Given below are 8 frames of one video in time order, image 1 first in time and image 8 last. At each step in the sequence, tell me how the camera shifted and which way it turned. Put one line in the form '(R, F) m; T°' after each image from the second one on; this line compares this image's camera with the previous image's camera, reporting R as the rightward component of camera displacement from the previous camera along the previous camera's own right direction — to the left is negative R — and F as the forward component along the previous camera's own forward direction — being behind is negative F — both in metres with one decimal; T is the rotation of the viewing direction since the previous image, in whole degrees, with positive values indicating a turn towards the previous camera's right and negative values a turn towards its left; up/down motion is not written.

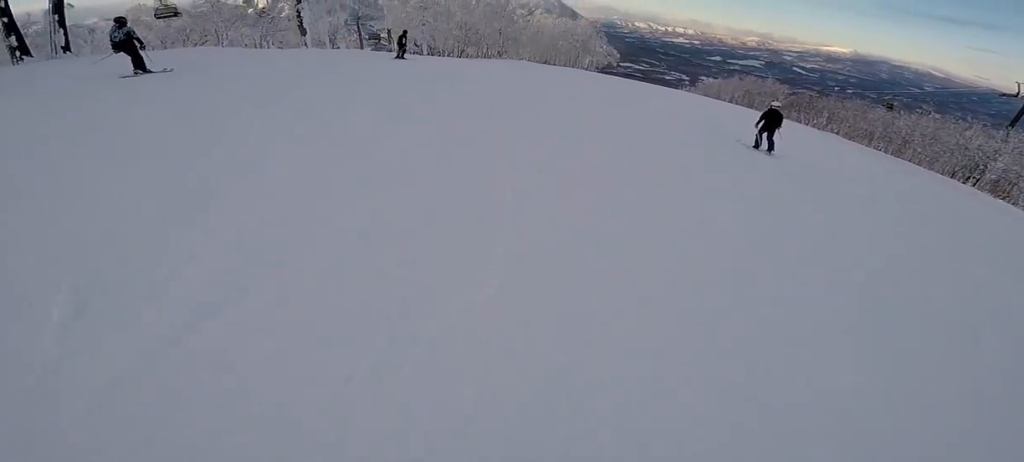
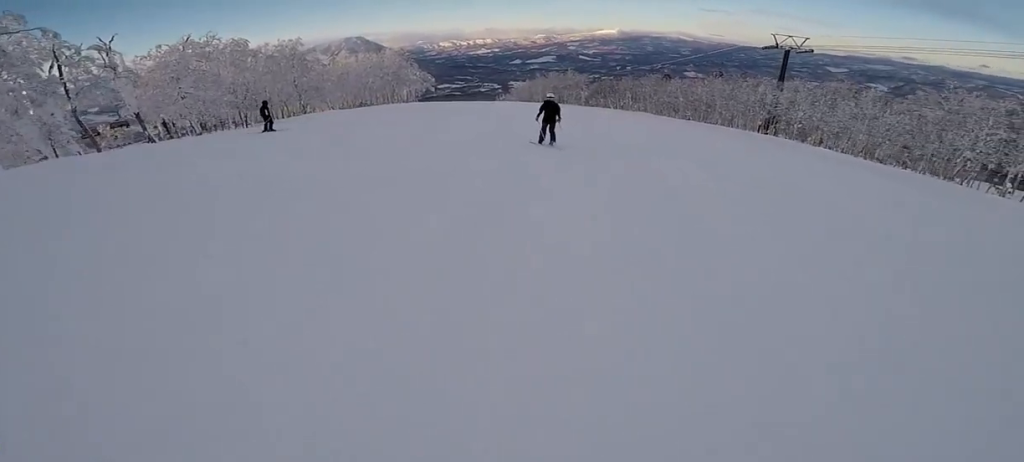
(+0.3, +6.1) m; +12°
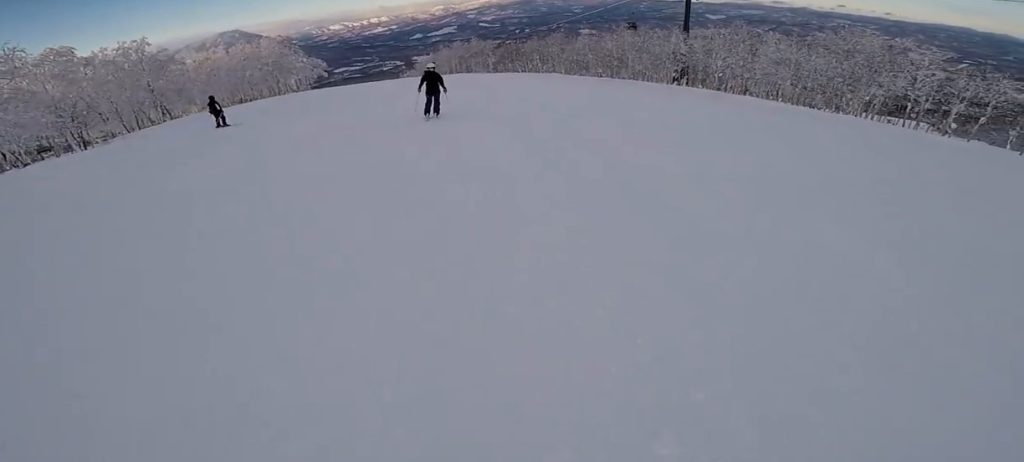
(+0.6, +5.0) m; +22°
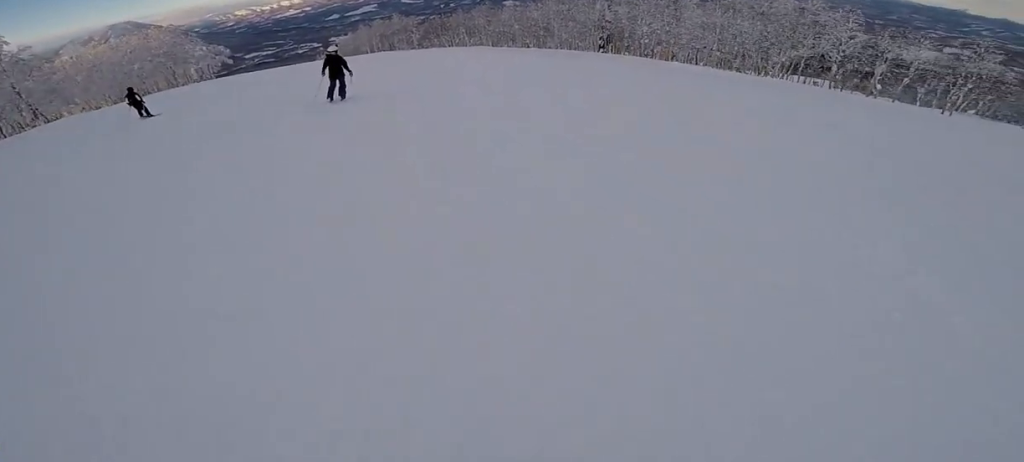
(+0.5, +2.2) m; +1°
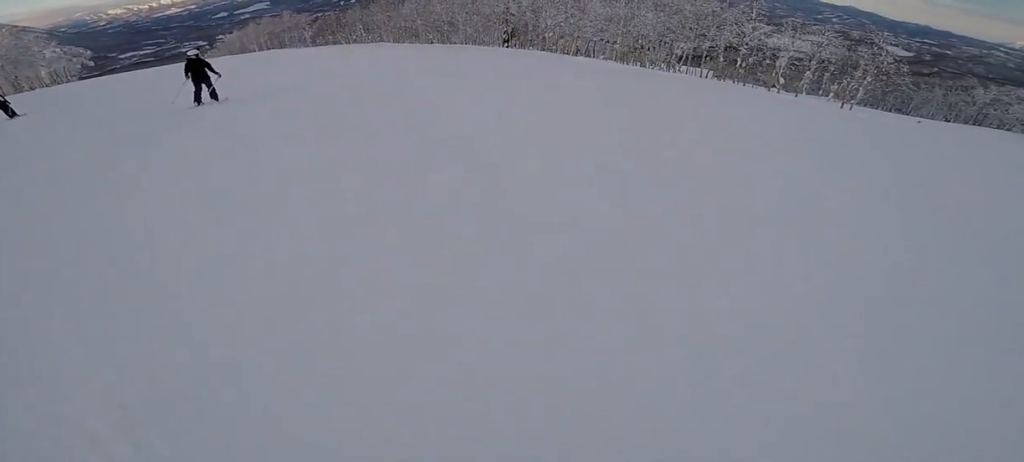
(+0.9, +3.2) m; -1°
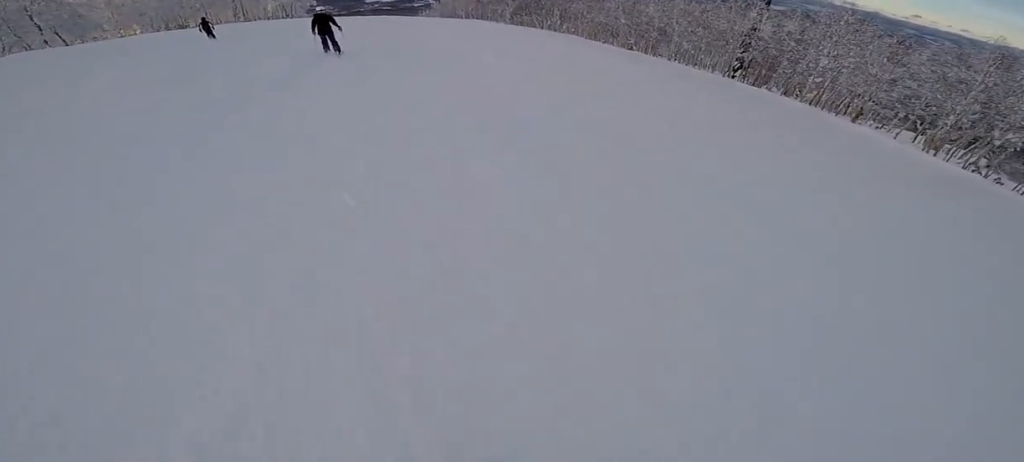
(-2.5, +9.7) m; -21°
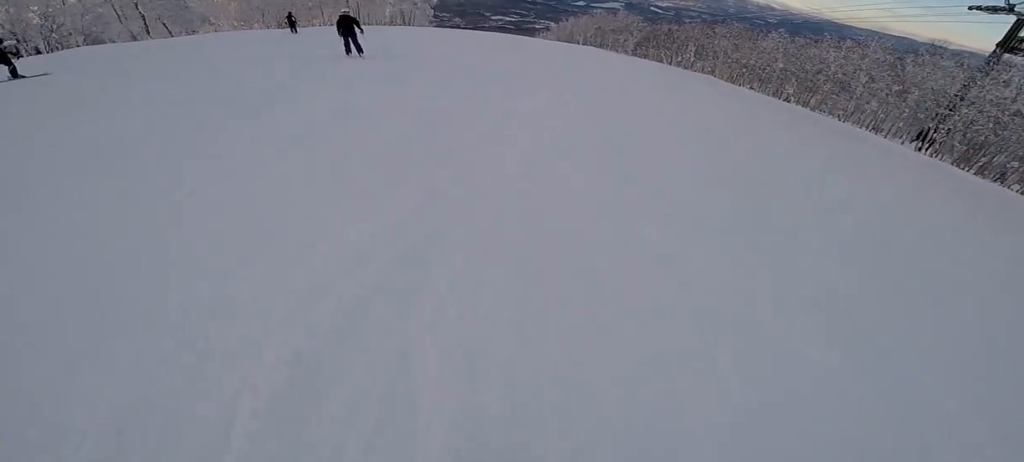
(-0.9, +7.6) m; -12°
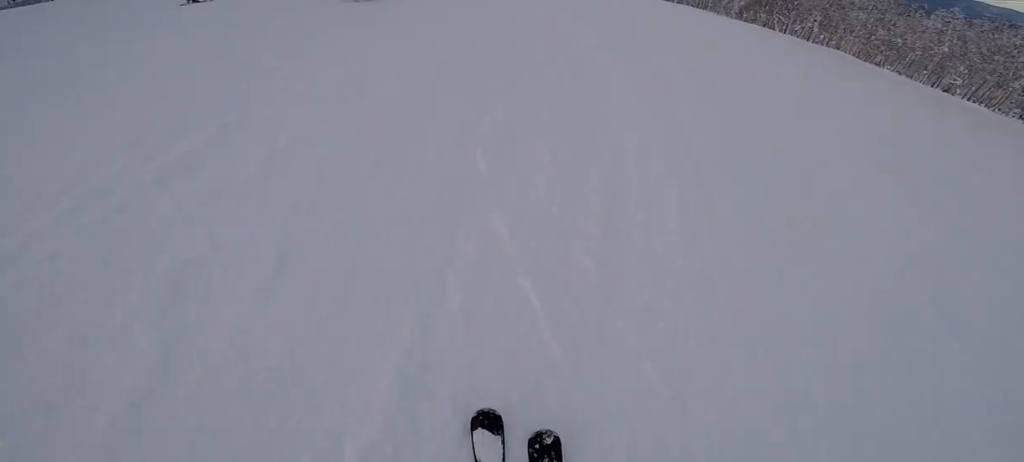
(-0.3, +6.5) m; -2°
